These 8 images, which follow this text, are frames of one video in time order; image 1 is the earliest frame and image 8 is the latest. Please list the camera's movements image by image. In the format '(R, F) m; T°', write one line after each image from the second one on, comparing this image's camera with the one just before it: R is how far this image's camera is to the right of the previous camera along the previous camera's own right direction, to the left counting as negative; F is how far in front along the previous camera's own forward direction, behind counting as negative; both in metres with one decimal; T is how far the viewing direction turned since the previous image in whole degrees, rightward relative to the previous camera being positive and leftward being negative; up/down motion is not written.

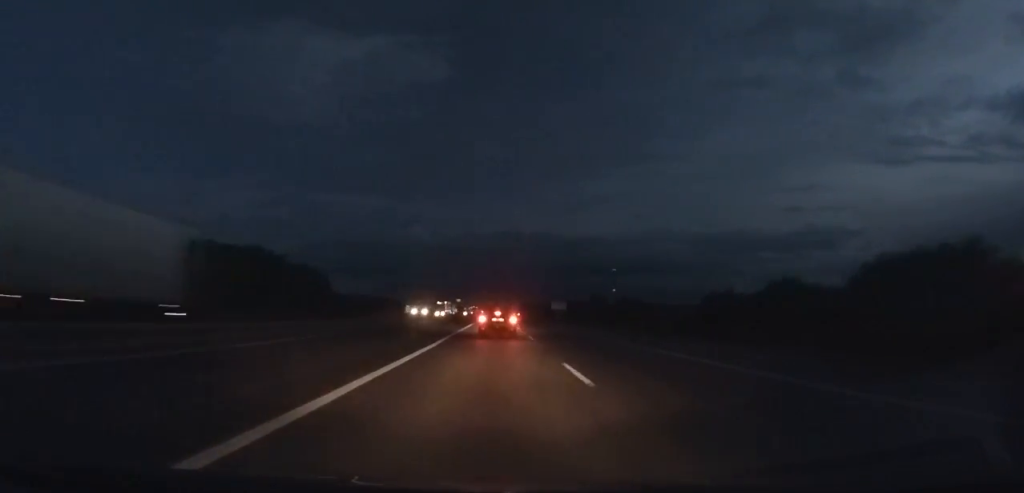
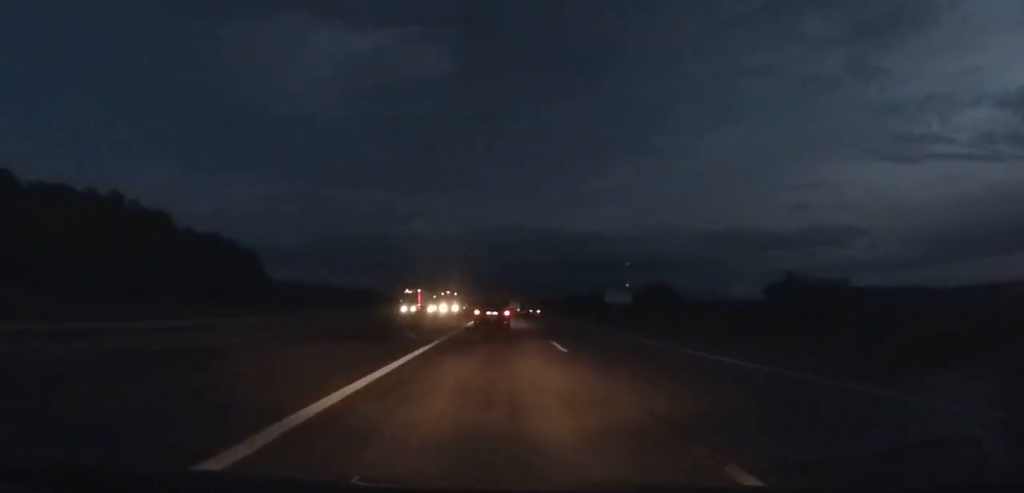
(+0.1, +74.6) m; 0°
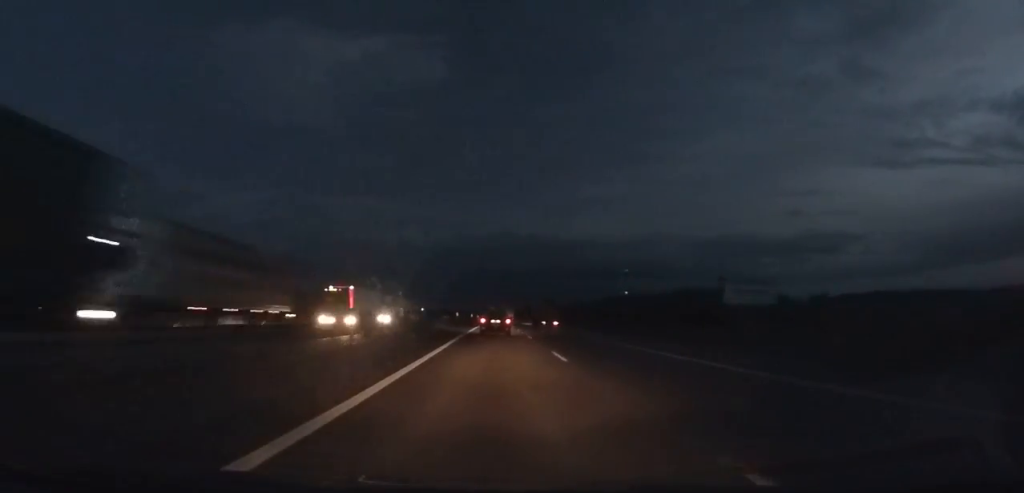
(-0.2, +52.8) m; 0°
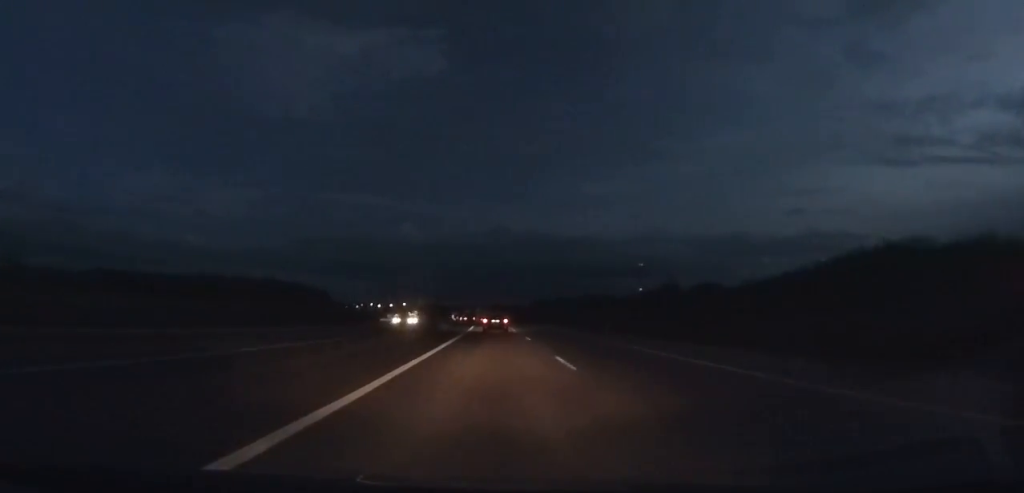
(+0.4, +119.0) m; 0°
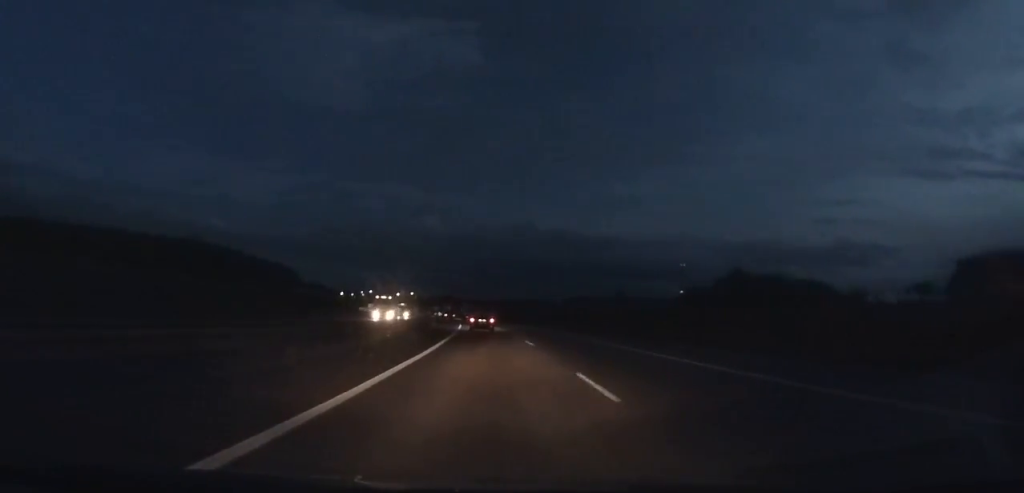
(-0.5, +86.3) m; -2°
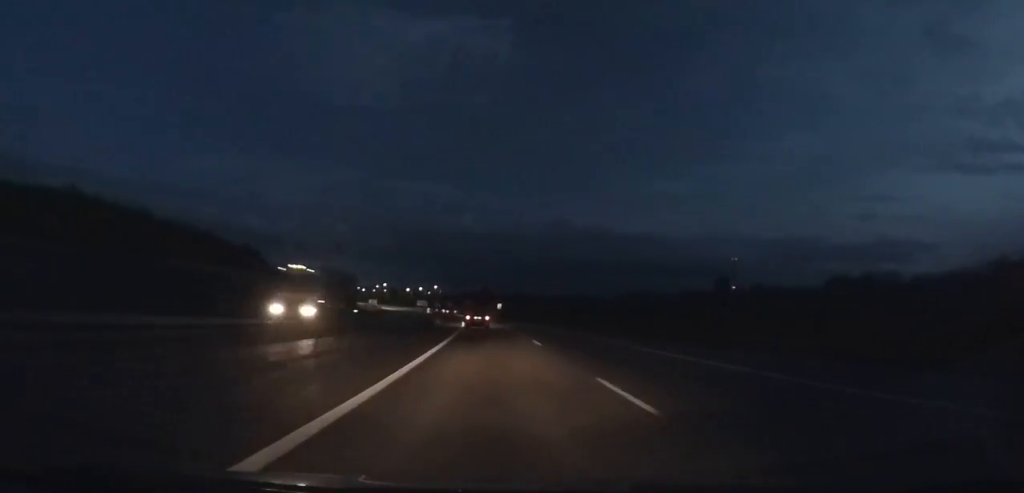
(-1.8, +66.6) m; -3°
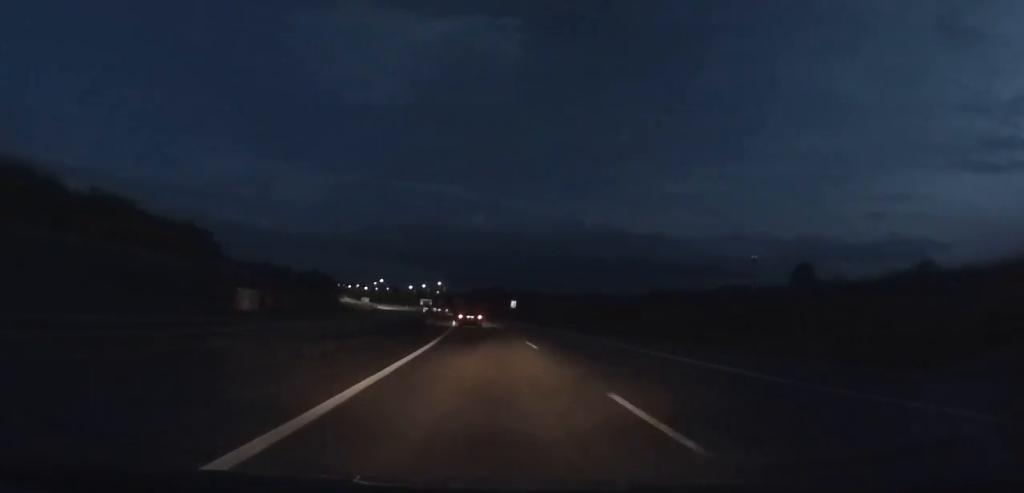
(-0.6, +34.0) m; -2°
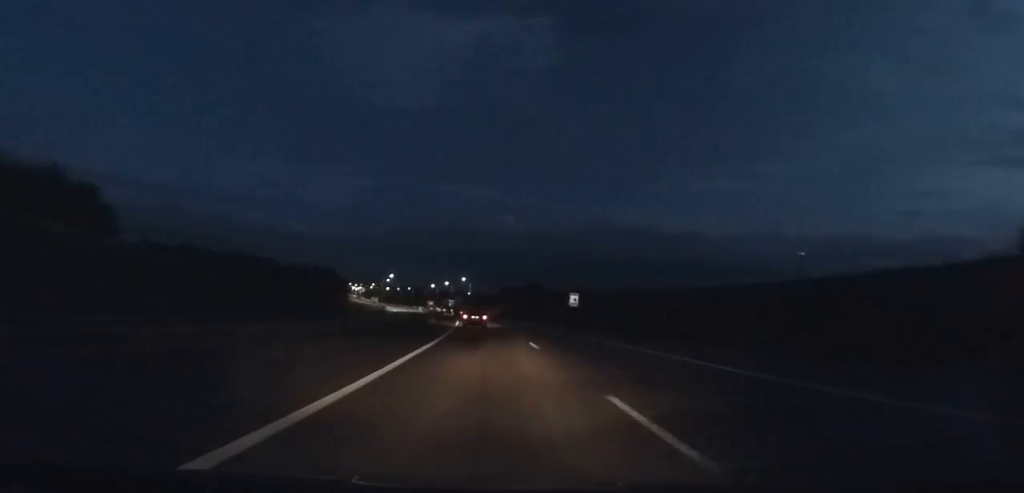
(-0.4, +48.1) m; -3°
